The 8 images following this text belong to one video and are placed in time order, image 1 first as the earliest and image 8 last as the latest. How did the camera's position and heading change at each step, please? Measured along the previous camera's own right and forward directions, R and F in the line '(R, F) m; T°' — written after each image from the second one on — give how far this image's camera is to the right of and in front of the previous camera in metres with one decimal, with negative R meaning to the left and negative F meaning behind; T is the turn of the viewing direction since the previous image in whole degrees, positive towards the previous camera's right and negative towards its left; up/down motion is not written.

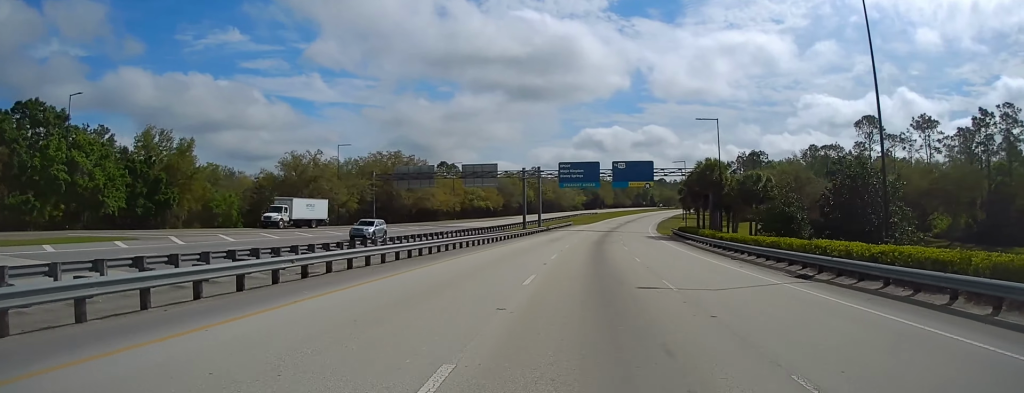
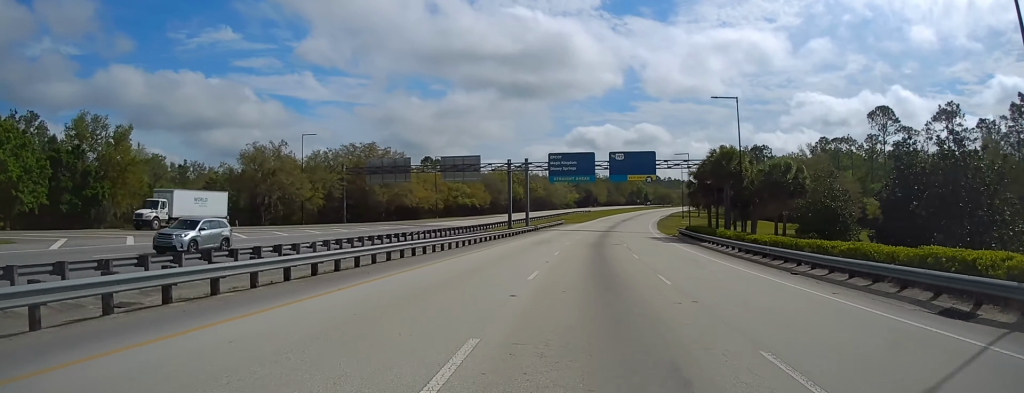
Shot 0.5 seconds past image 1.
(+0.1, +11.0) m; +1°
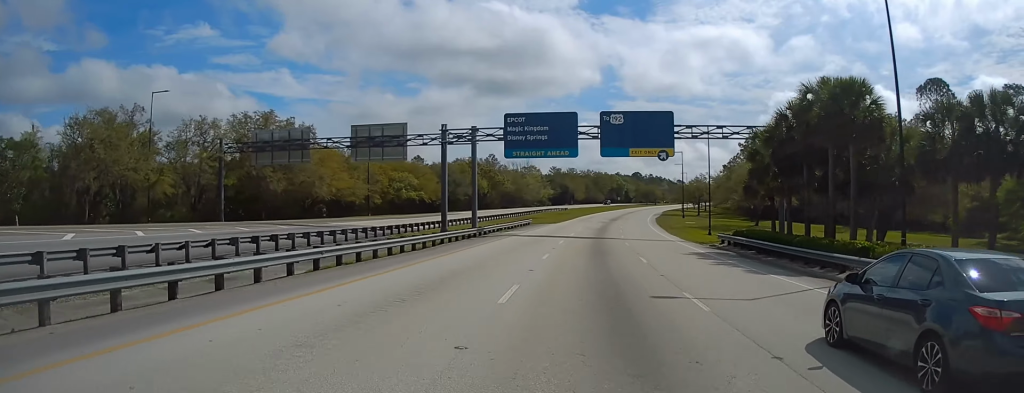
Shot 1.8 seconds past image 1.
(+0.3, +30.5) m; +1°
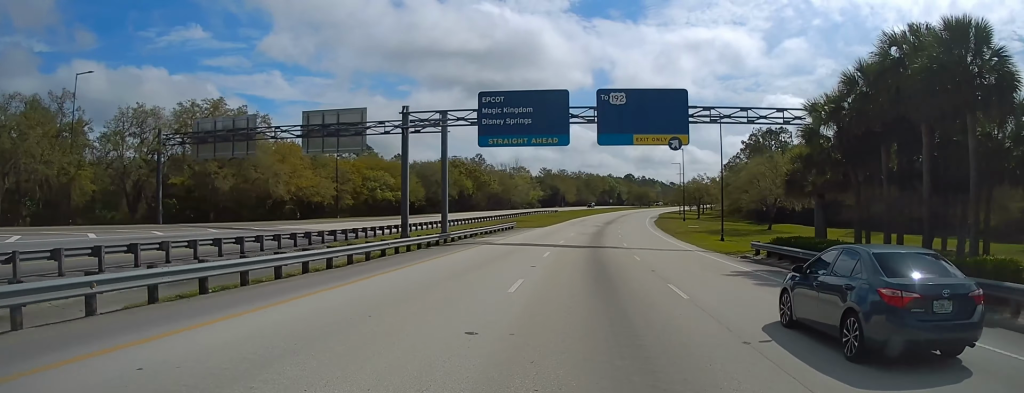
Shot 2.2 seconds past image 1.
(+0.1, +10.3) m; +1°
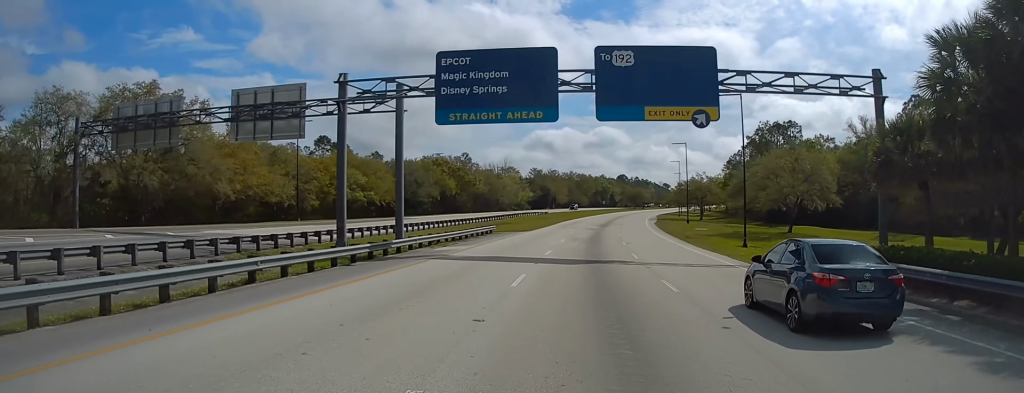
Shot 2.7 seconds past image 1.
(0.0, +11.0) m; +1°
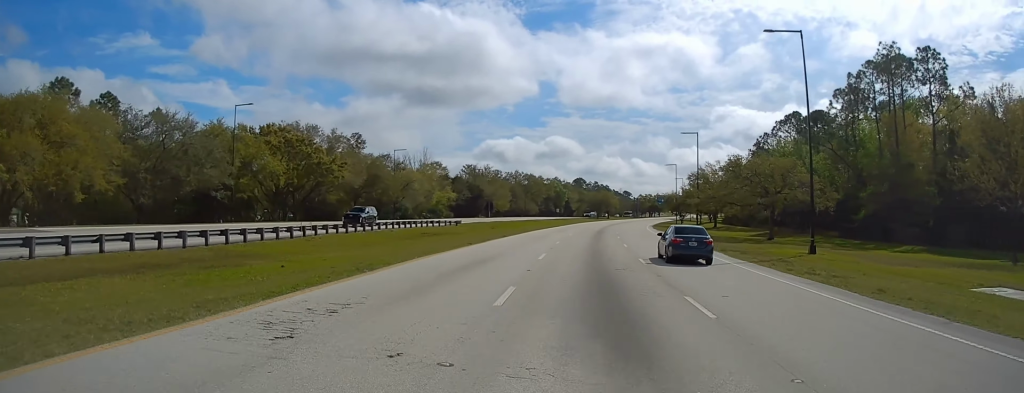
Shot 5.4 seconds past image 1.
(+3.1, +65.2) m; +5°
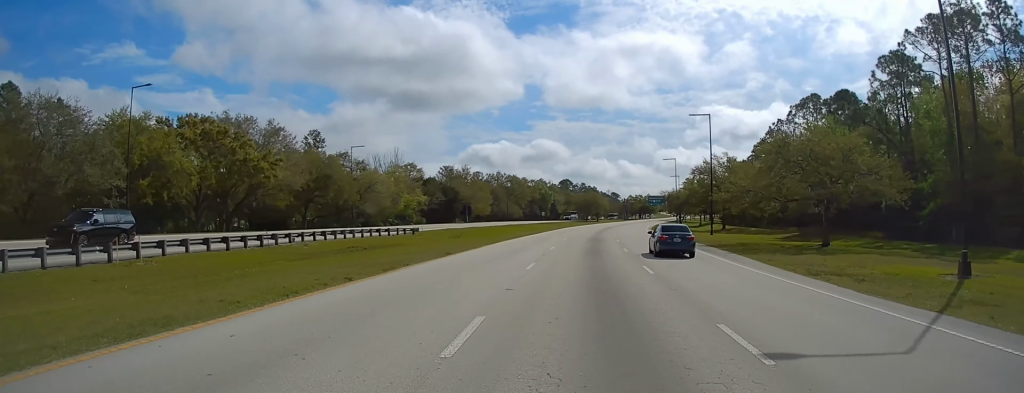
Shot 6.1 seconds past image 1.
(+0.1, +15.7) m; +1°
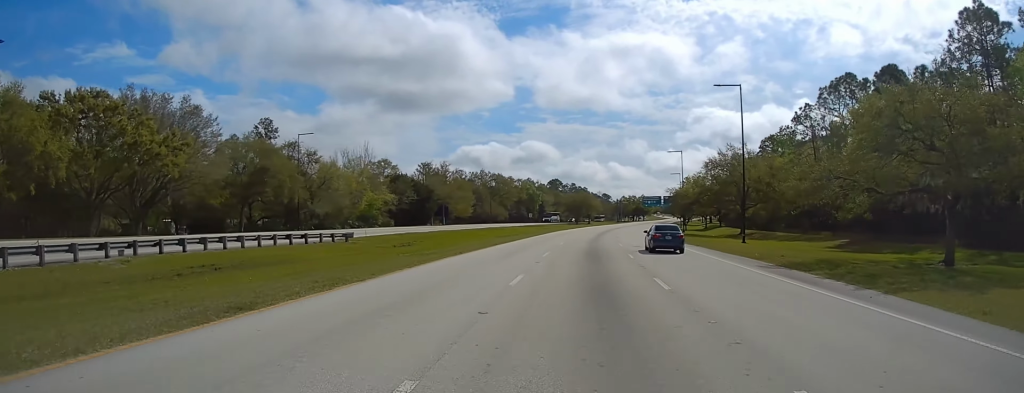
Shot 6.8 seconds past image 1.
(0.0, +16.5) m; +1°
